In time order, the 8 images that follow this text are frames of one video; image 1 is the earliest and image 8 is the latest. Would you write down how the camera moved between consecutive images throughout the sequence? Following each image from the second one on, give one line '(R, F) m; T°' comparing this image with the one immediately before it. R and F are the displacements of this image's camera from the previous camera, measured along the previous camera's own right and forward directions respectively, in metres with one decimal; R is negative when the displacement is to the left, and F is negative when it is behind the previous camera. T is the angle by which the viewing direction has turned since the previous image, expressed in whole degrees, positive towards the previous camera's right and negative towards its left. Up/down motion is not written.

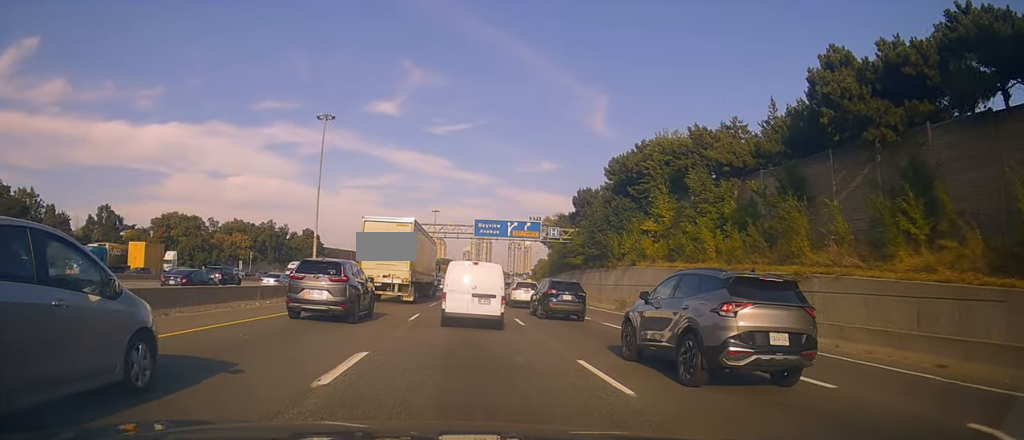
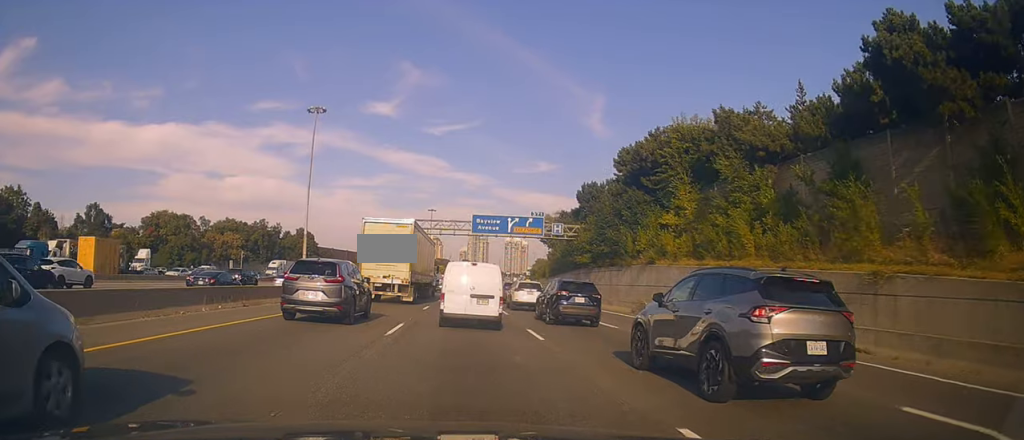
(-0.2, +4.9) m; 0°
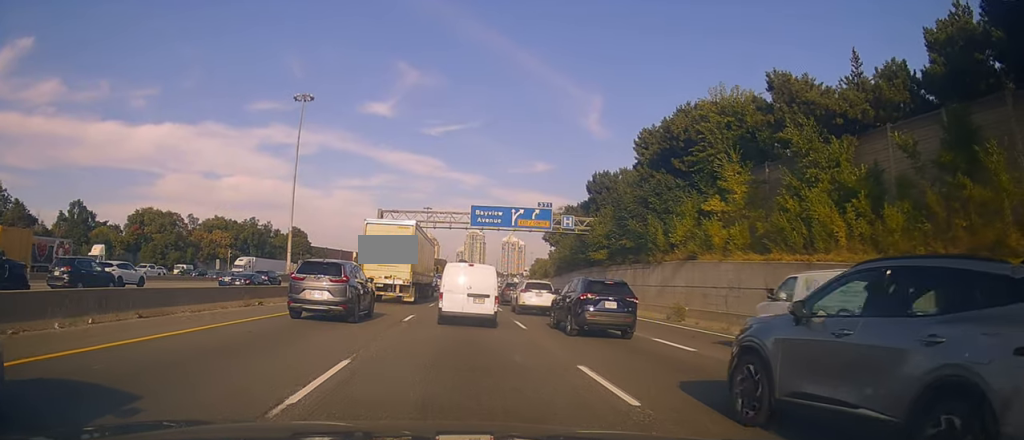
(+0.3, +7.2) m; +1°
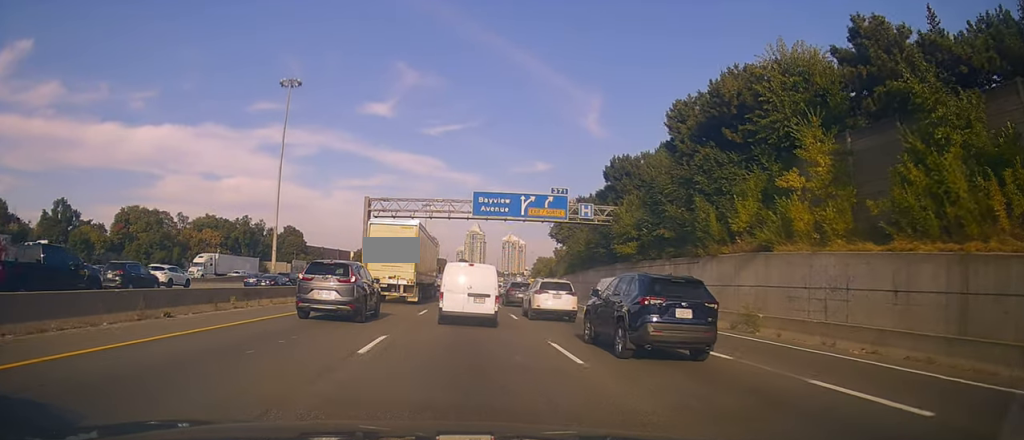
(-0.1, +7.1) m; +1°
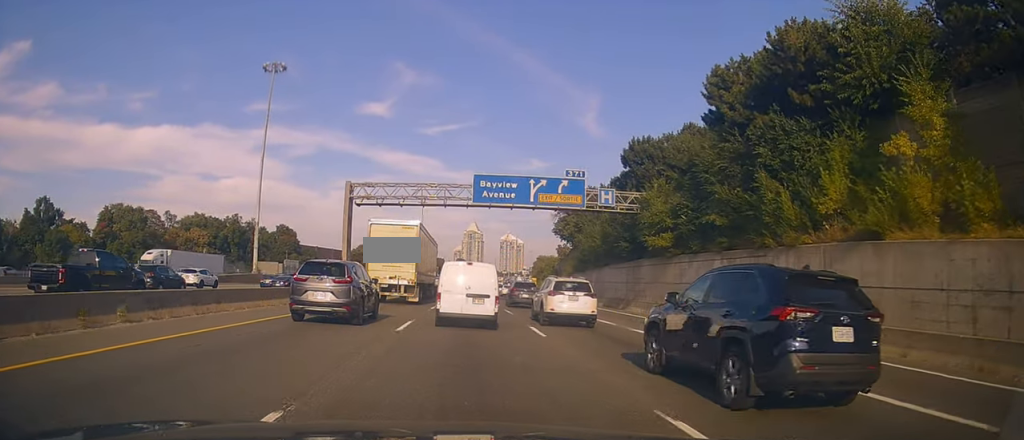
(+0.3, +6.6) m; +1°
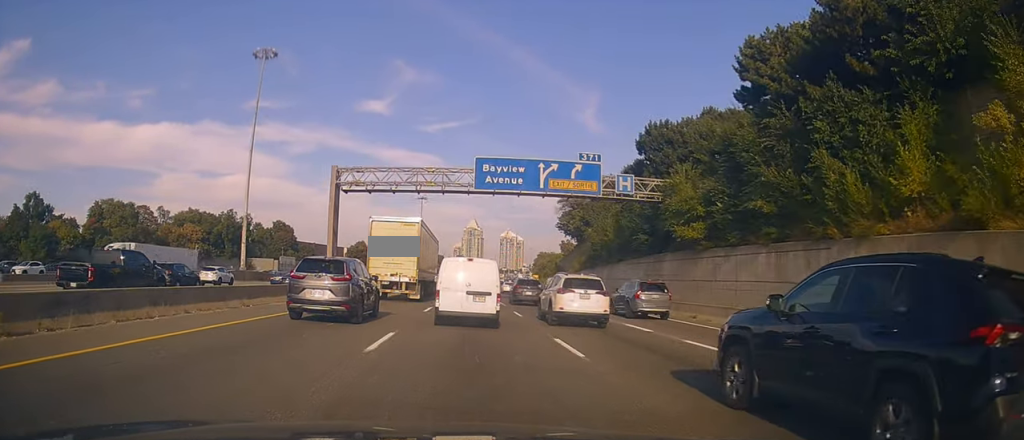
(+0.1, +4.4) m; -3°
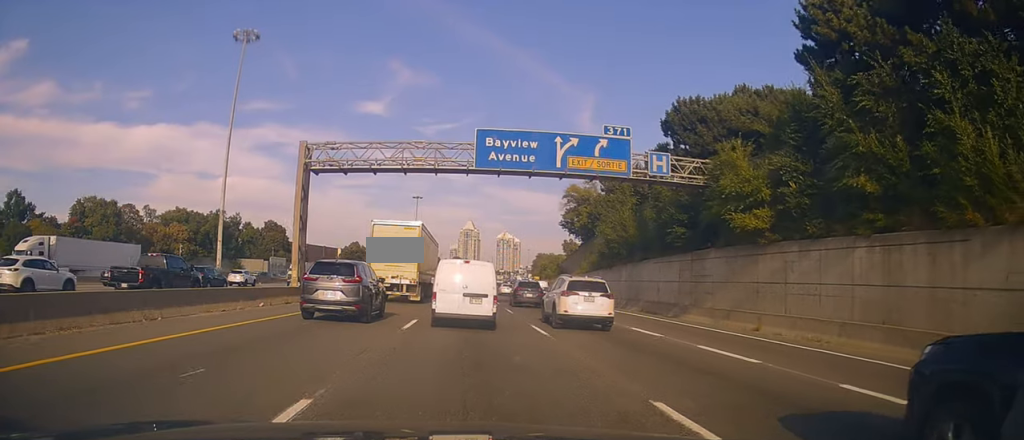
(-0.5, +7.7) m; 0°
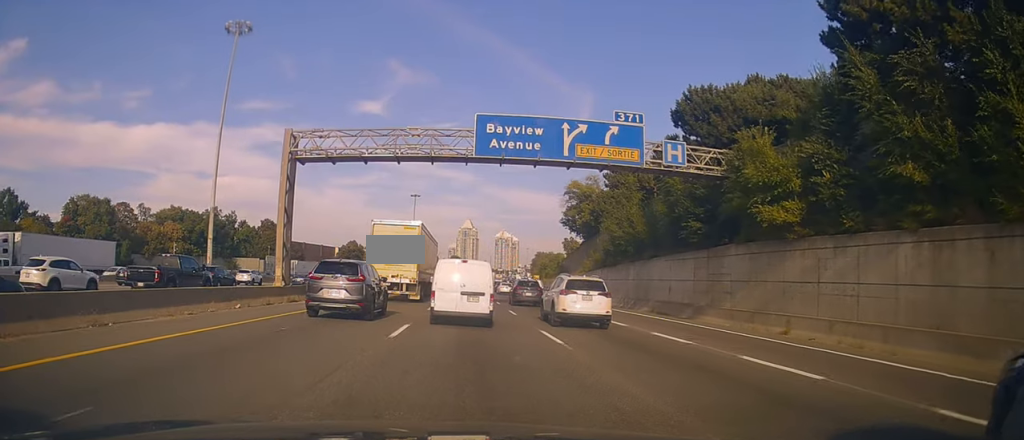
(+0.1, +2.6) m; +3°
